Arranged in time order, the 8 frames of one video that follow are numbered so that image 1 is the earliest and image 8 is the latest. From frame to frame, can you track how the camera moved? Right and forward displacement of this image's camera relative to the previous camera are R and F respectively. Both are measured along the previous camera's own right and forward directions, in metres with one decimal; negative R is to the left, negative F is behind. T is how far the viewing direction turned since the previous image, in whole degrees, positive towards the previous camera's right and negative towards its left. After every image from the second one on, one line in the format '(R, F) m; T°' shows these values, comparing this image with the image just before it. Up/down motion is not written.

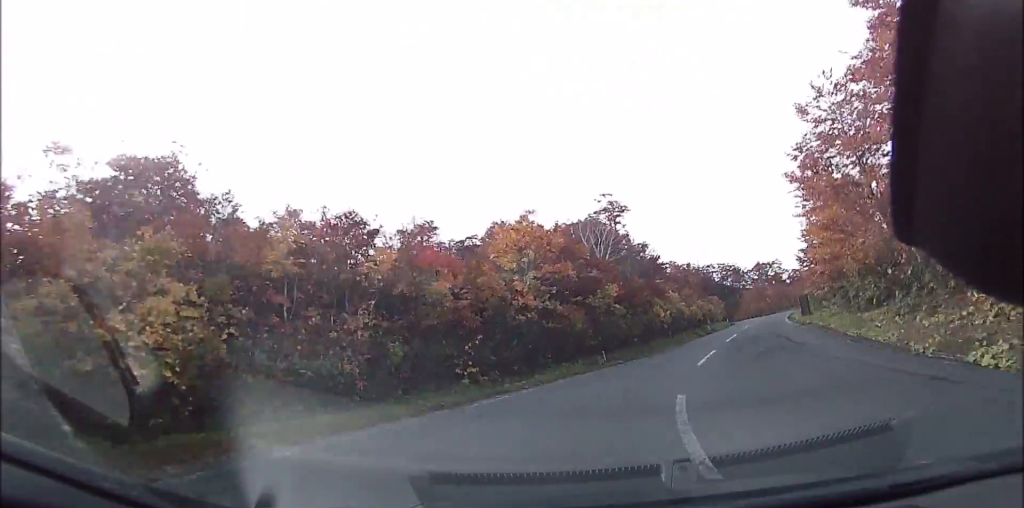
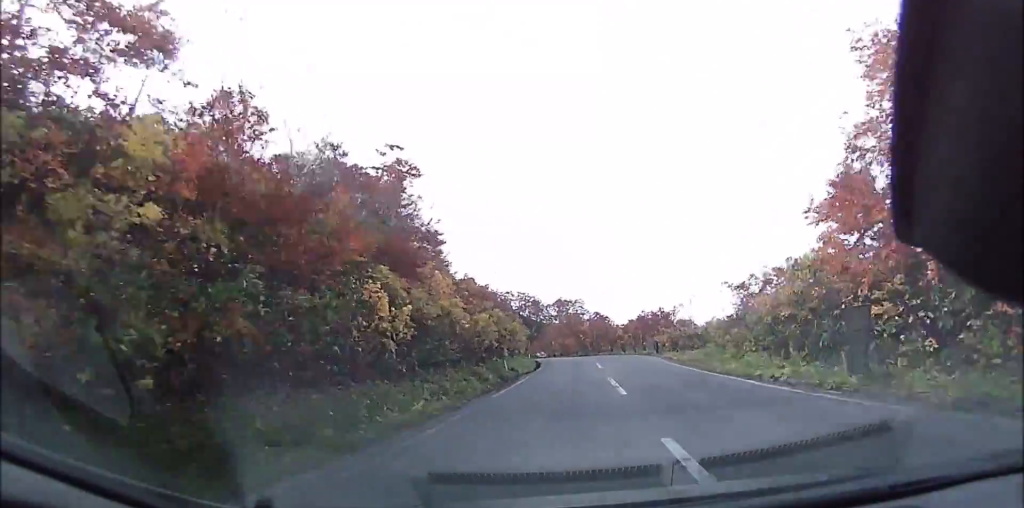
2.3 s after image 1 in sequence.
(+7.2, +22.5) m; +29°
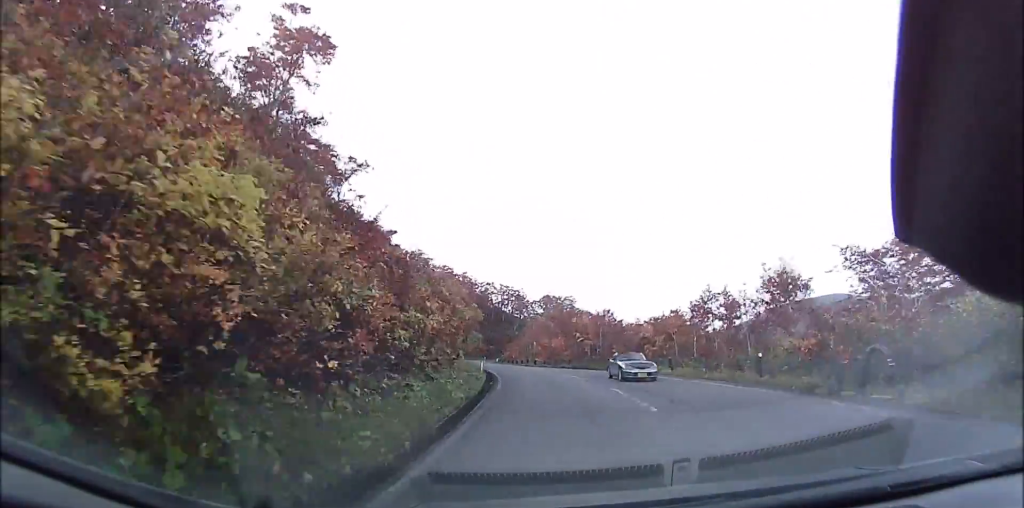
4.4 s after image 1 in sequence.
(+1.6, +22.0) m; +3°
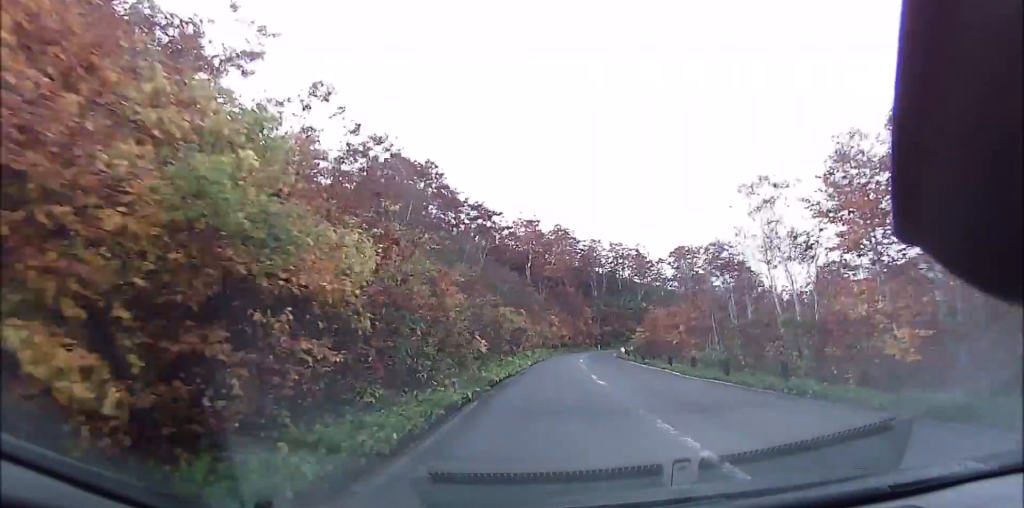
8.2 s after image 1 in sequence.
(-7.5, +45.4) m; -16°
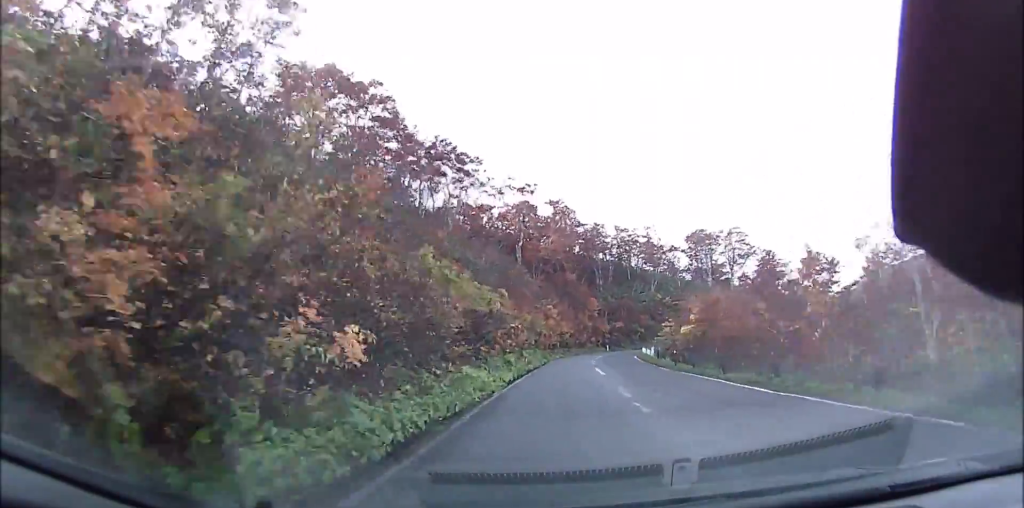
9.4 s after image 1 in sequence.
(-0.2, +15.1) m; 0°
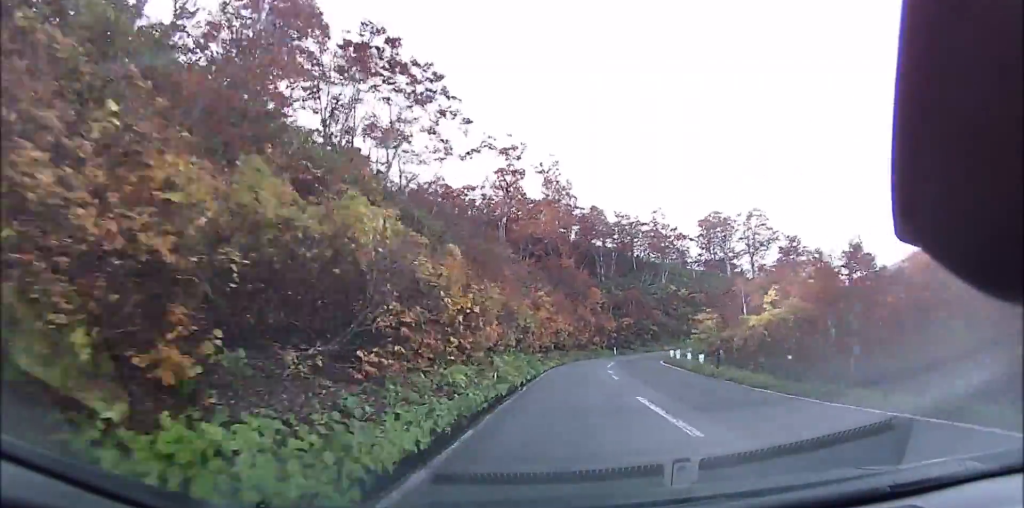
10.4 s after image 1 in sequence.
(+0.1, +11.5) m; 0°
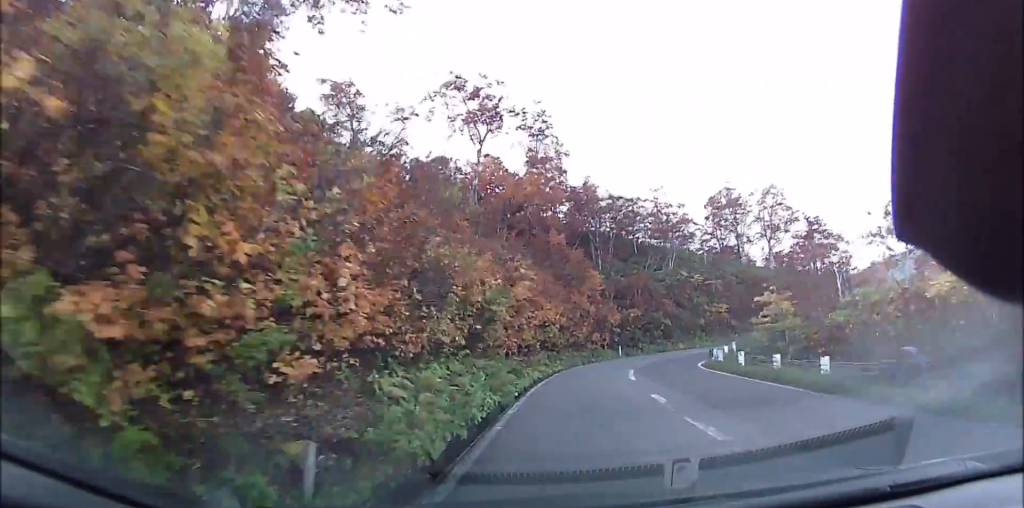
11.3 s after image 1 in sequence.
(+0.1, +10.1) m; 0°
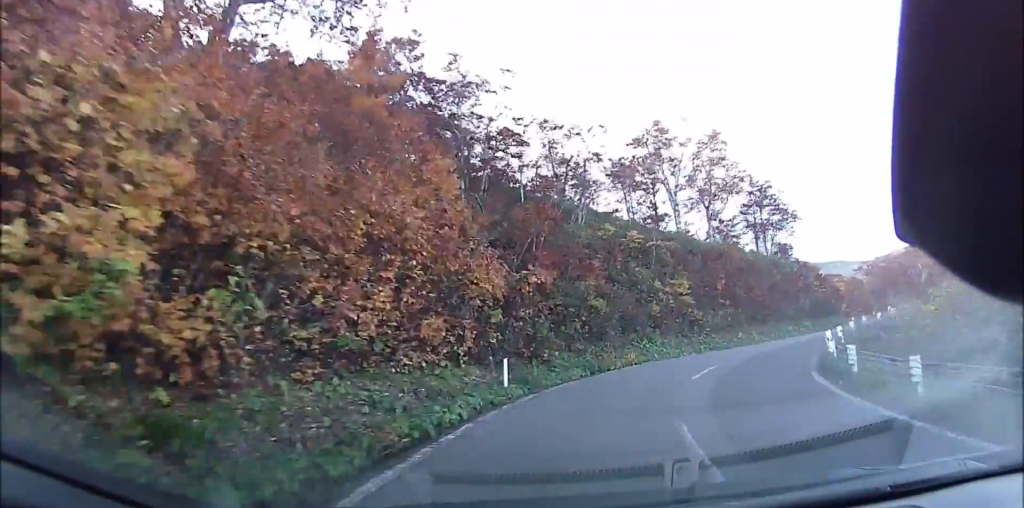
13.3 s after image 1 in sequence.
(+0.9, +22.4) m; +14°
